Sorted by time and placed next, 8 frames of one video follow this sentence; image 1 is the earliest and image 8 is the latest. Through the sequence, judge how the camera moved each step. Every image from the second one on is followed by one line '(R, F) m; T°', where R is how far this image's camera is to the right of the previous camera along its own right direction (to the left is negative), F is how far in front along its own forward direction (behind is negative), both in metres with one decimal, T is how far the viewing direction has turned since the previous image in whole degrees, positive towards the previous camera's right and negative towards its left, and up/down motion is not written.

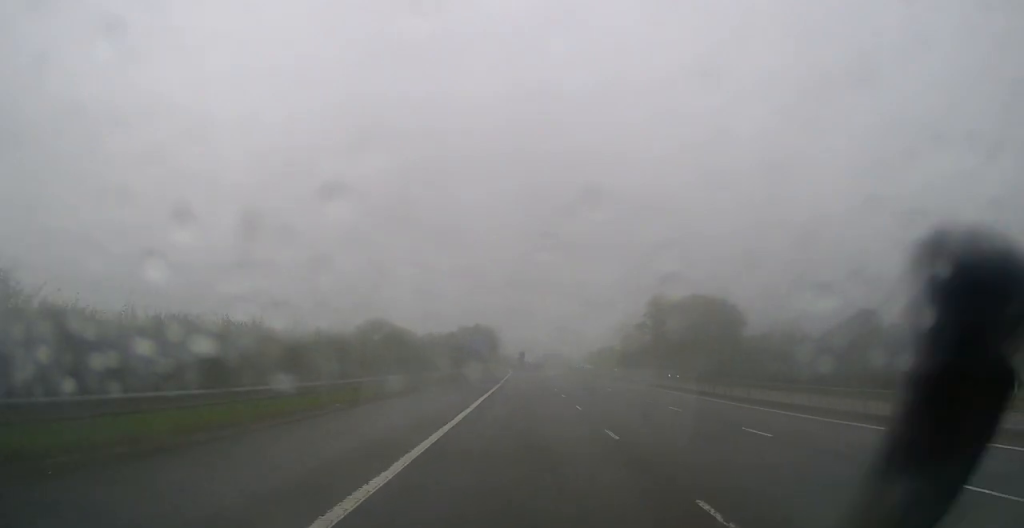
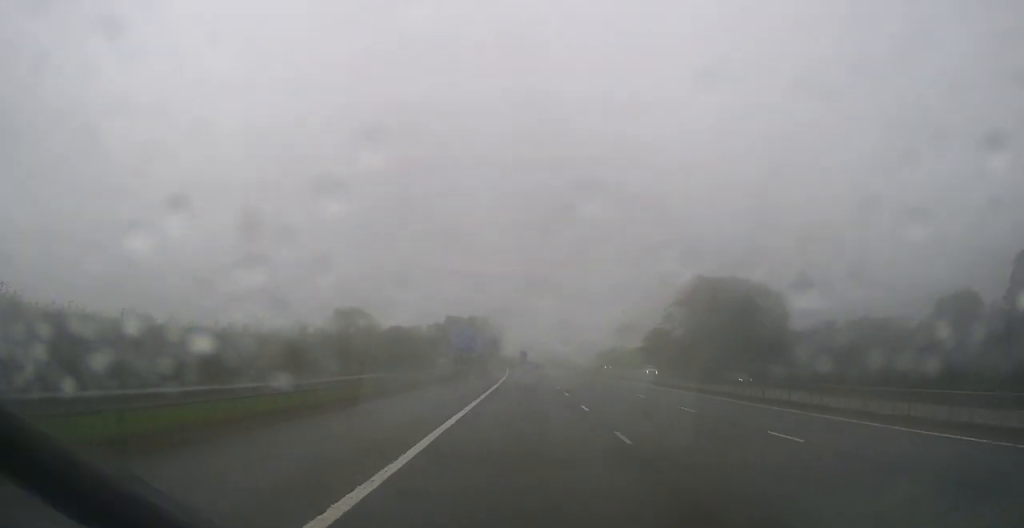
(-0.1, +37.9) m; 0°
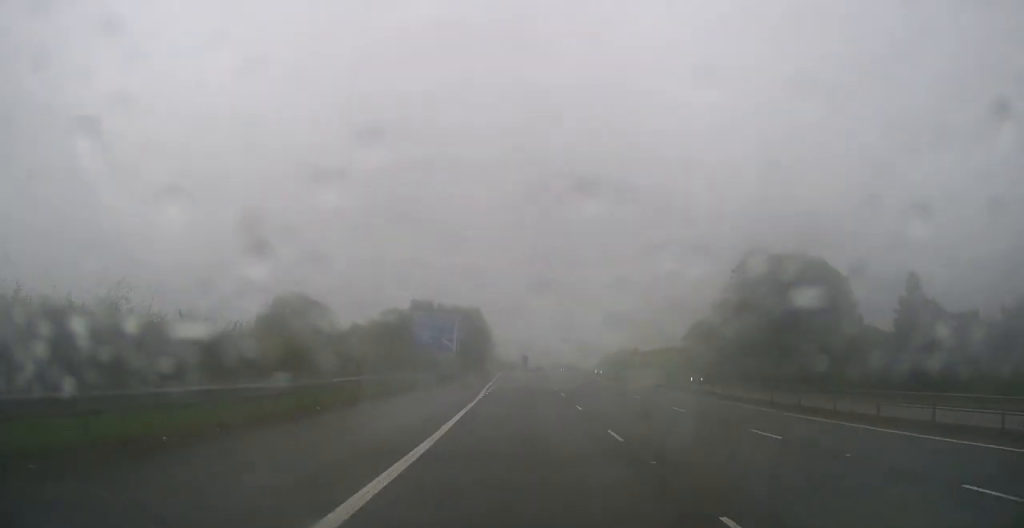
(0.0, +43.4) m; 0°
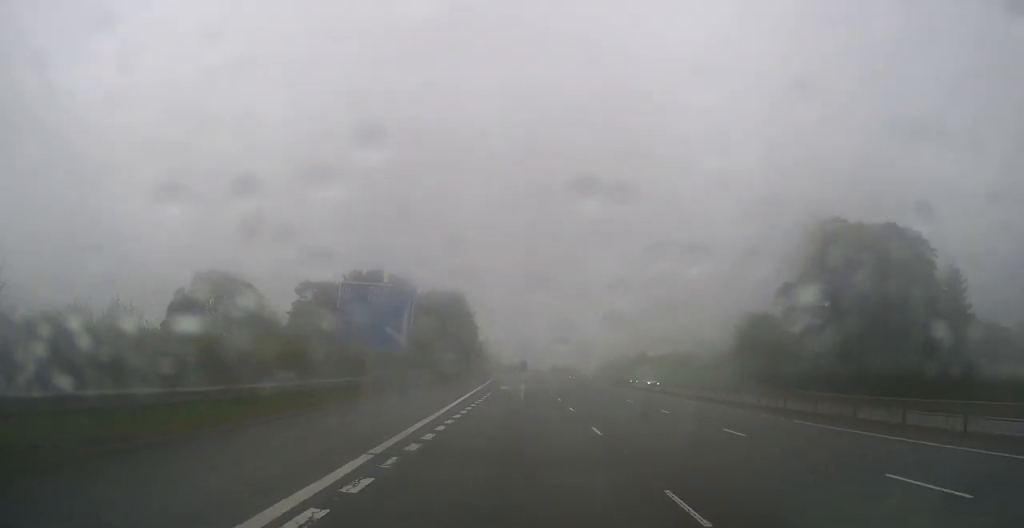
(-0.1, +34.0) m; 0°
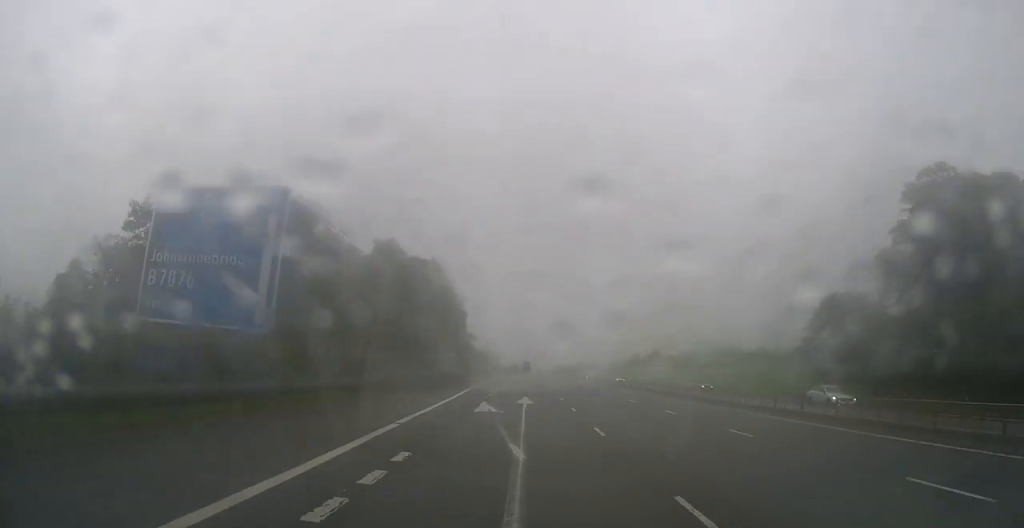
(0.0, +27.3) m; 0°
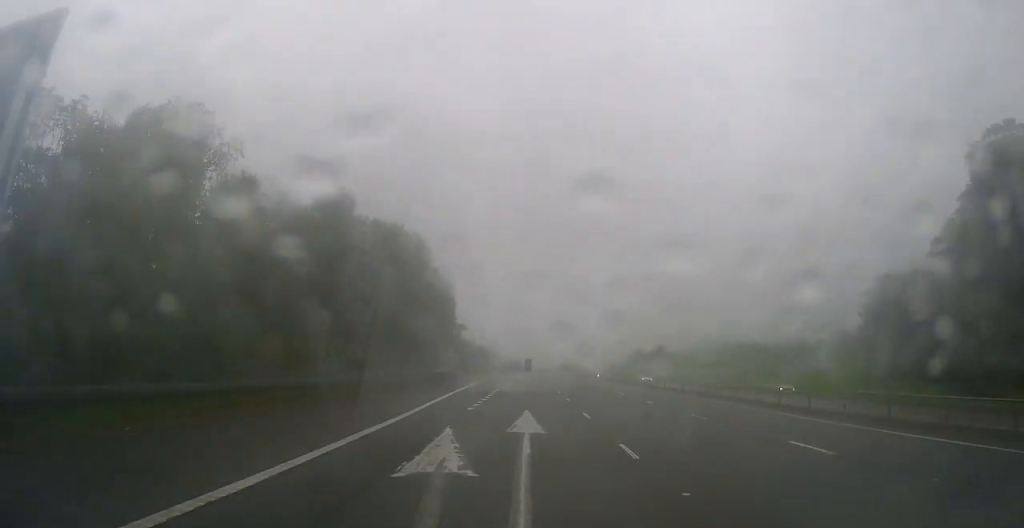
(0.0, +13.1) m; 0°
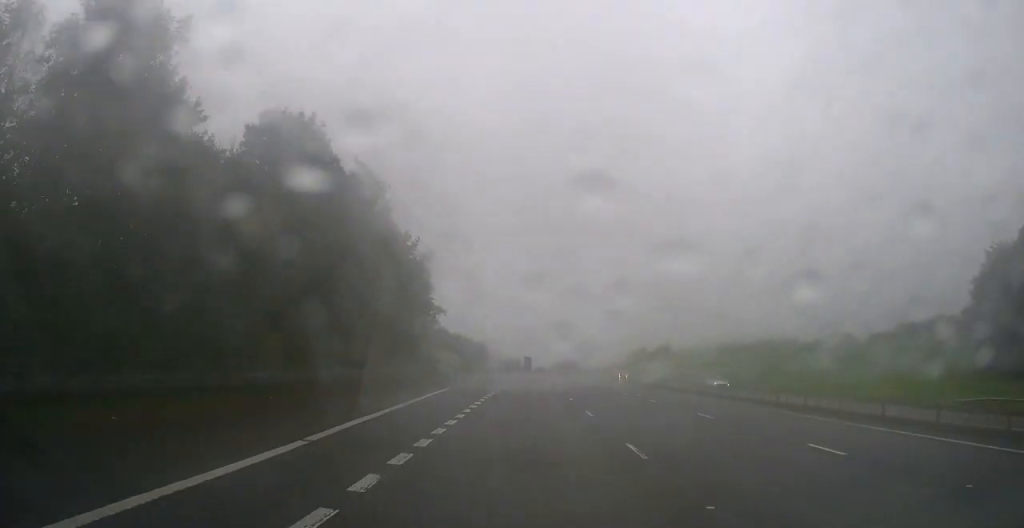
(0.0, +18.7) m; 0°
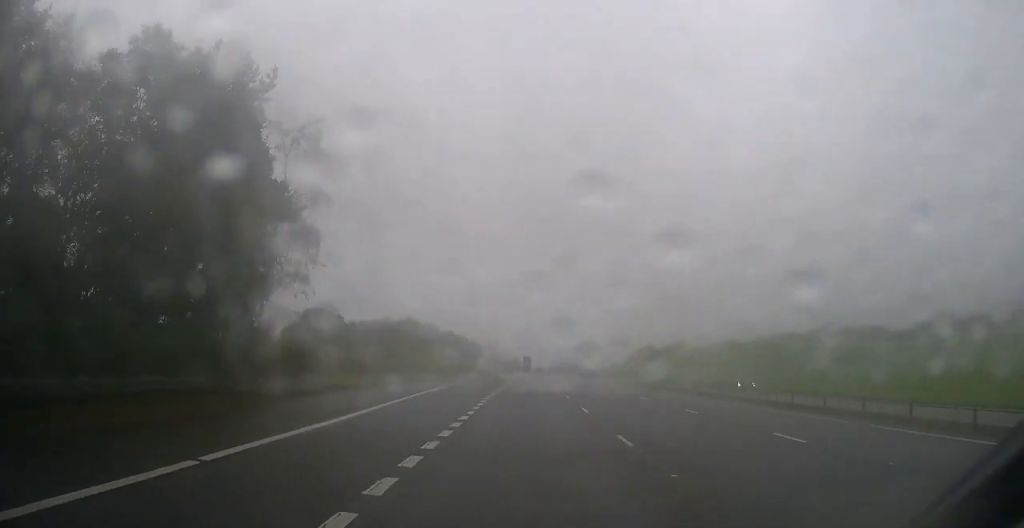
(-0.1, +33.6) m; 0°
